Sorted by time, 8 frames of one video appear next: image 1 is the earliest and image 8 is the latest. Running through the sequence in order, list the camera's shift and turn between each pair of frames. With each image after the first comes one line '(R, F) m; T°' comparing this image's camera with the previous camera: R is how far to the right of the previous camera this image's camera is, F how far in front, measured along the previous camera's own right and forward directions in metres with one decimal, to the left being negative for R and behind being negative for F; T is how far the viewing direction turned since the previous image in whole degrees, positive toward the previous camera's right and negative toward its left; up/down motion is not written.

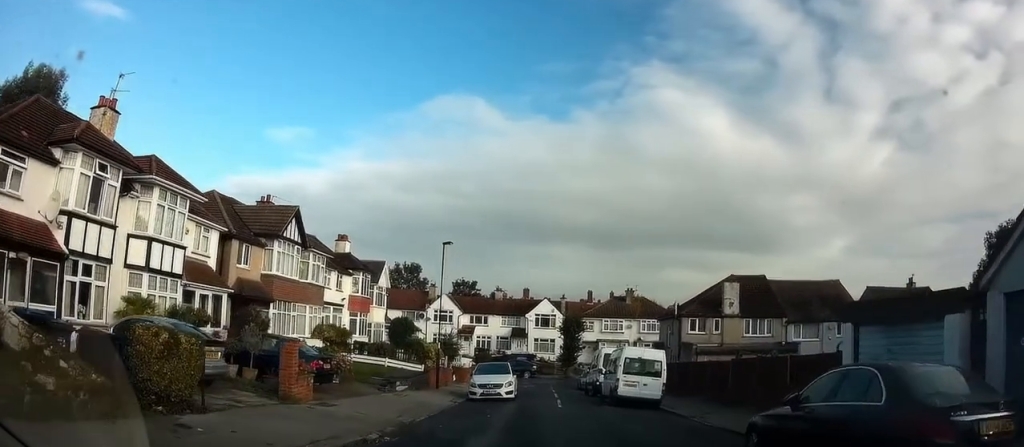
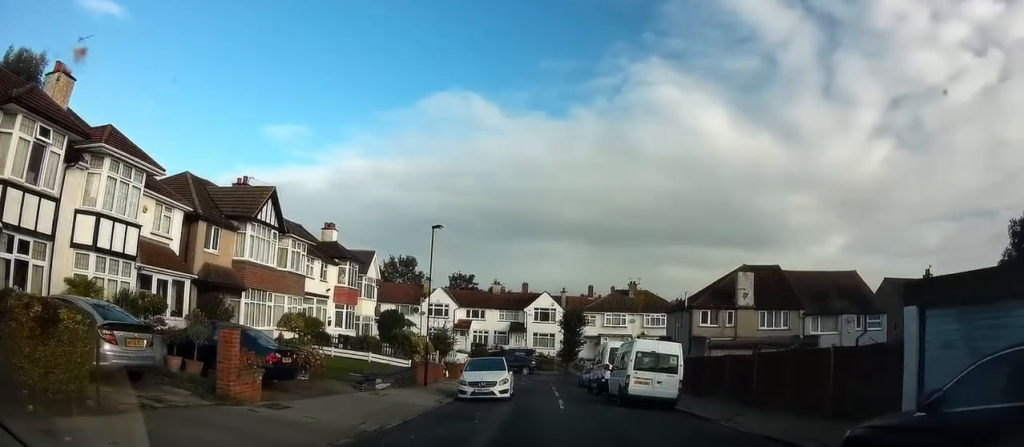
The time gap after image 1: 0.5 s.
(0.0, +2.7) m; 0°
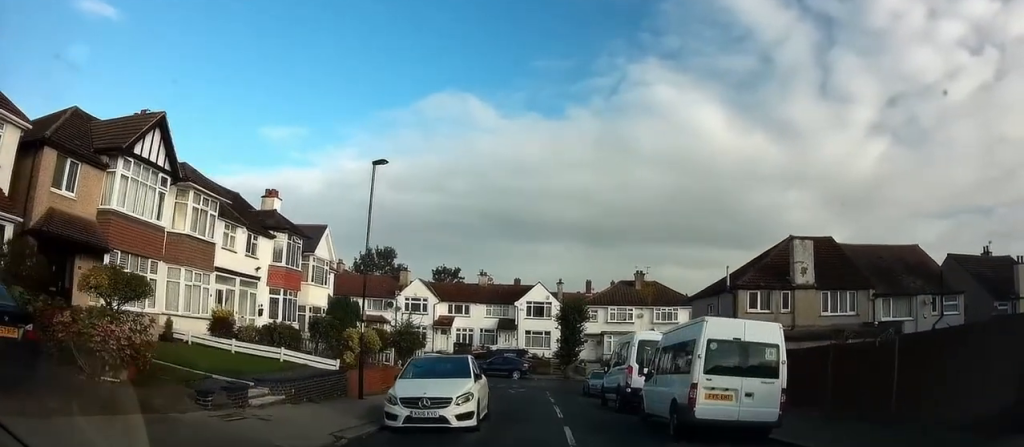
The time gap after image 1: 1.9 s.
(-0.1, +8.6) m; +1°
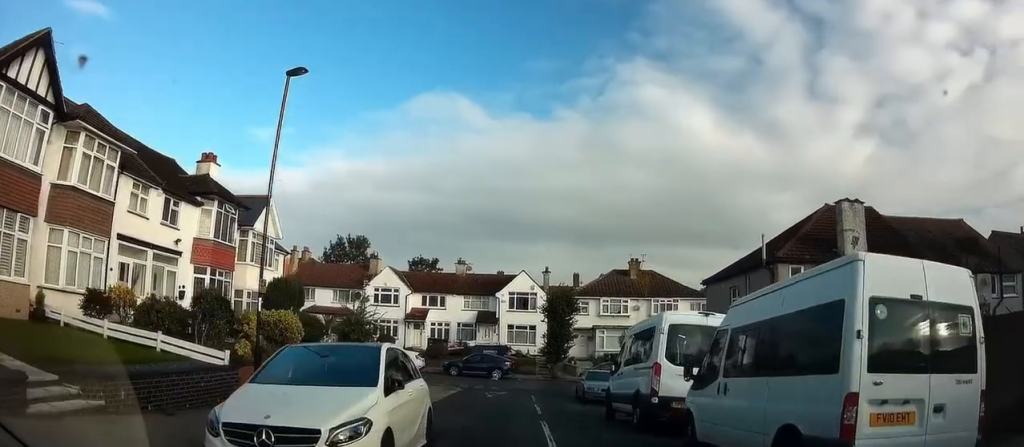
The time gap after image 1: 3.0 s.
(+0.2, +5.7) m; +2°
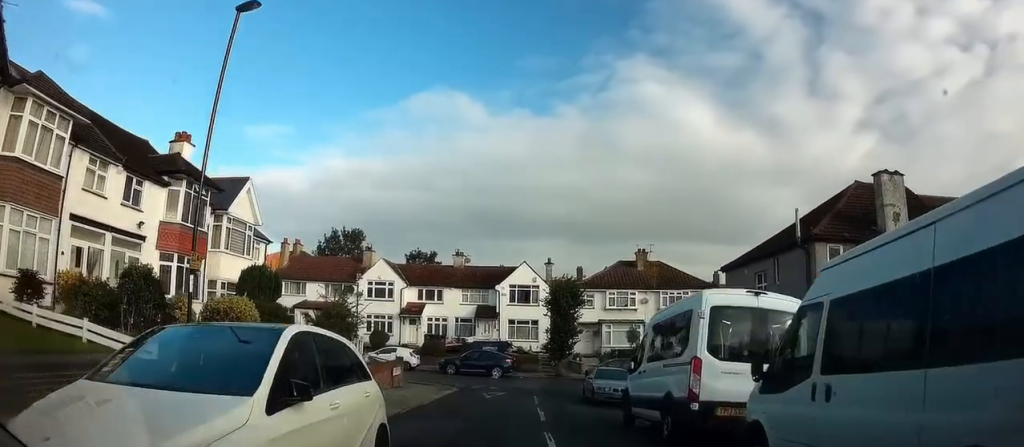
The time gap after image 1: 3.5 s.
(0.0, +2.6) m; 0°
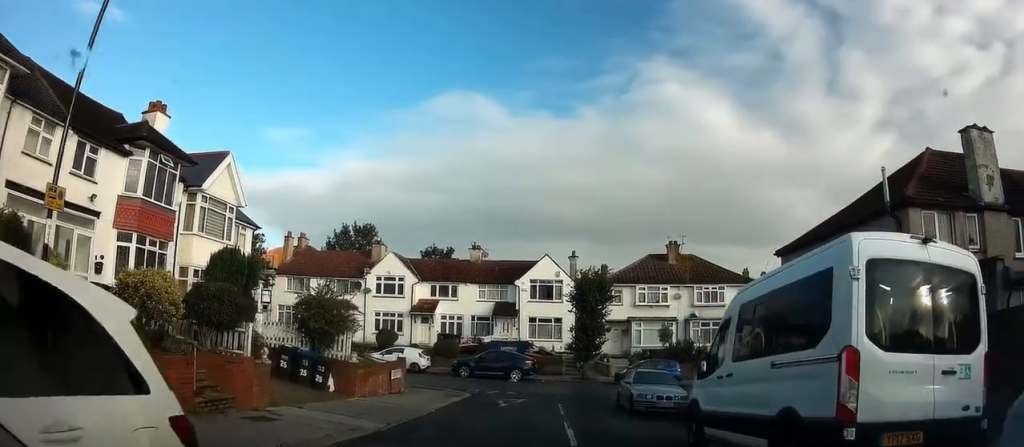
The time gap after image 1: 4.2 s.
(0.0, +3.8) m; -3°
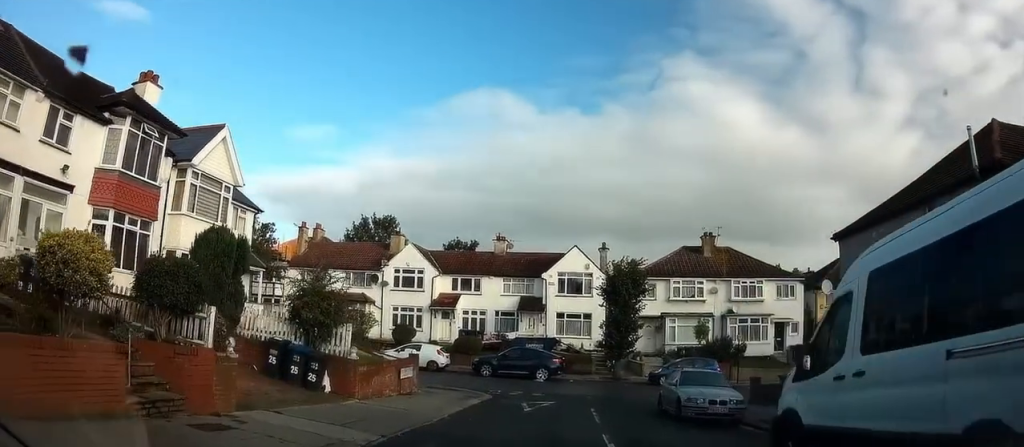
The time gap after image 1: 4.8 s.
(-0.1, +2.5) m; -2°
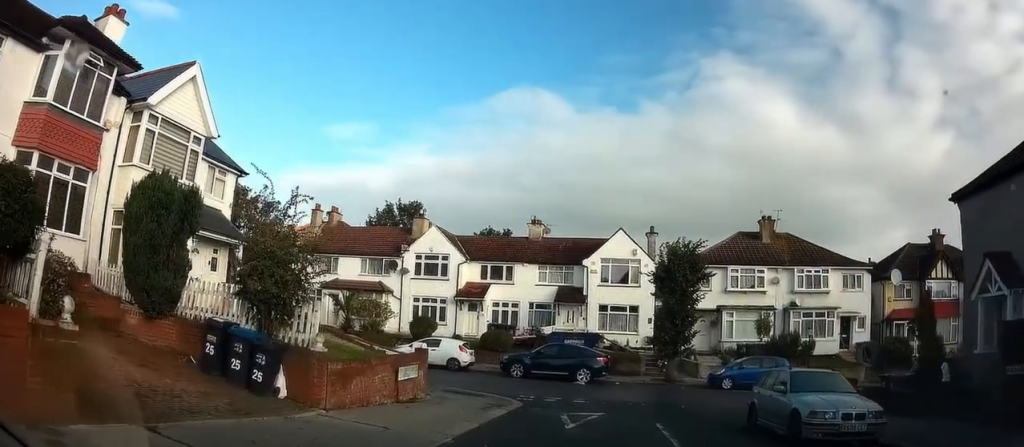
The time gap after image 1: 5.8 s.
(-0.1, +4.9) m; -1°
